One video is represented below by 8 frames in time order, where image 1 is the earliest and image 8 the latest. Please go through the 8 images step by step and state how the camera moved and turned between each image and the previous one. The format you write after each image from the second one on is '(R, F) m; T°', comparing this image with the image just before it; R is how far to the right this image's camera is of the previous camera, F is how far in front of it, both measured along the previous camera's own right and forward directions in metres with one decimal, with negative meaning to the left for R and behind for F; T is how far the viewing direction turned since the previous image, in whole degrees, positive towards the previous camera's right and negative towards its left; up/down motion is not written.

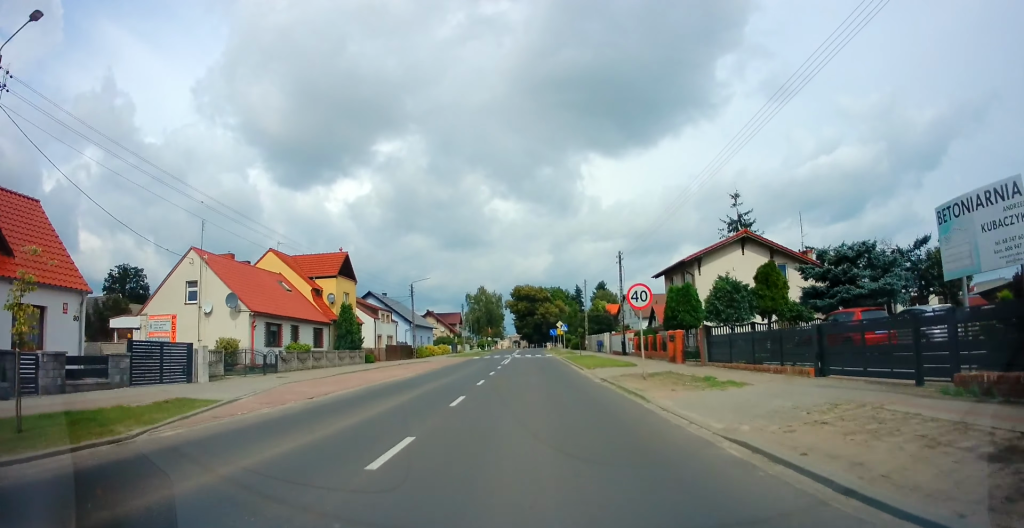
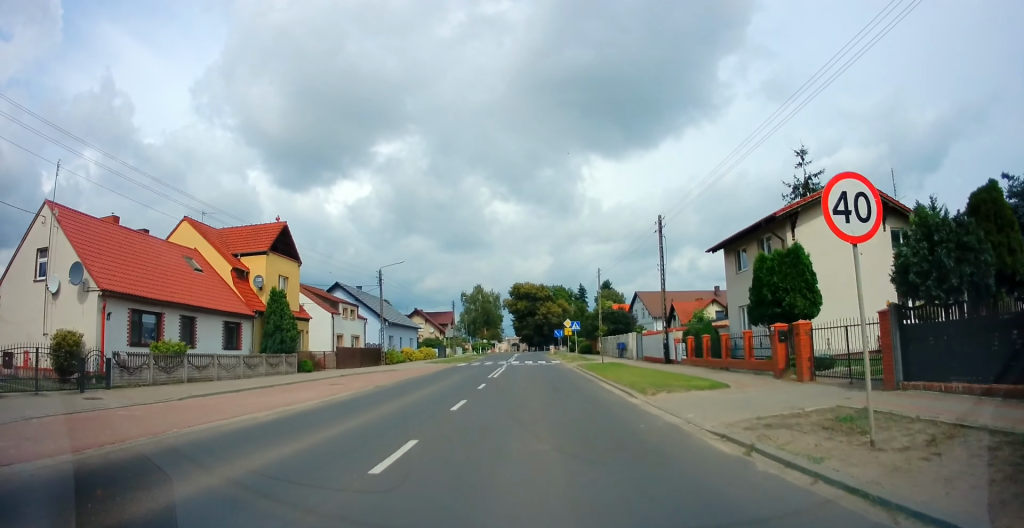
(0.0, +10.7) m; 0°
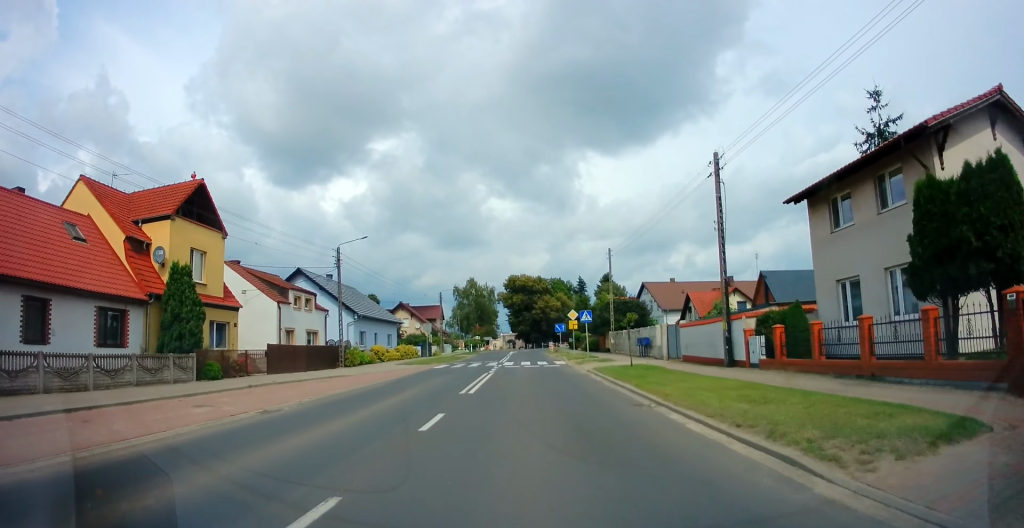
(+0.1, +7.8) m; 0°
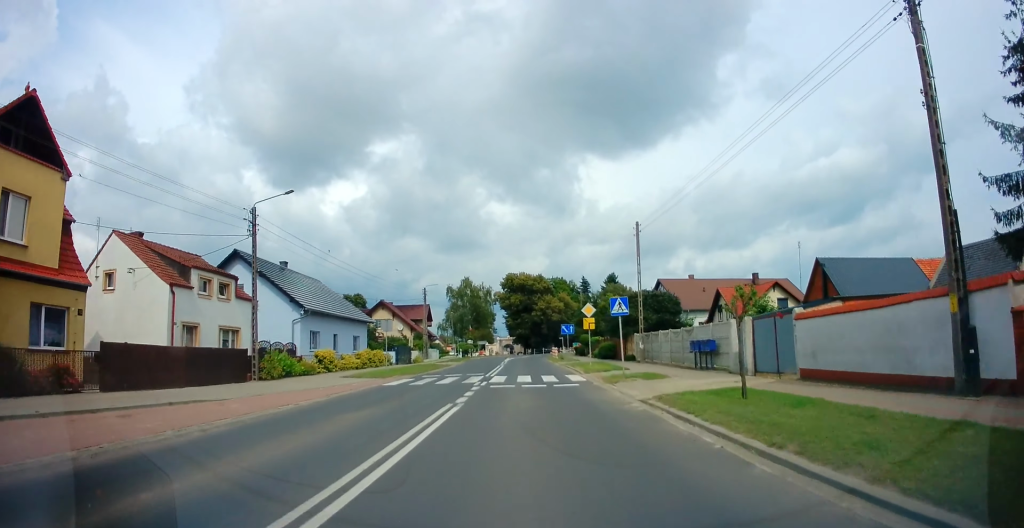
(0.0, +9.2) m; 0°
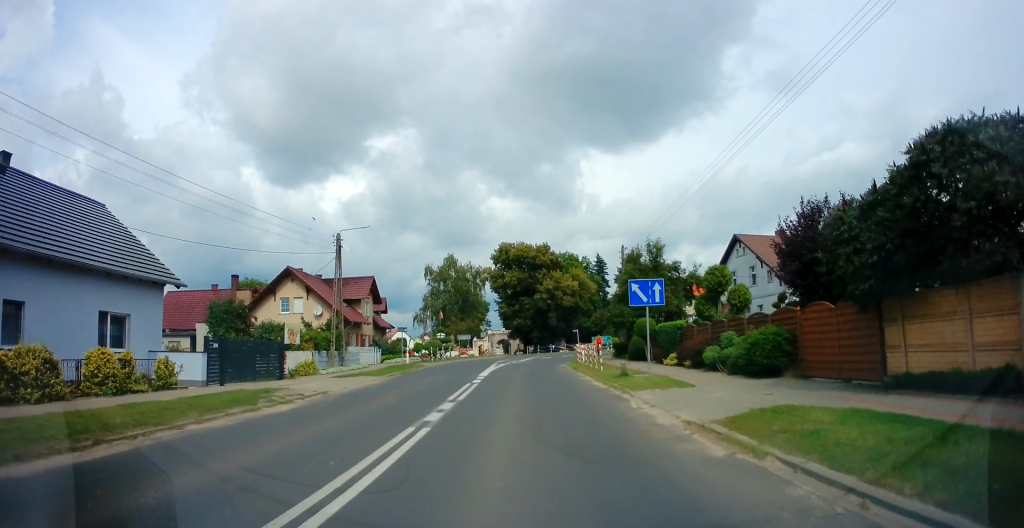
(+0.1, +27.0) m; +1°
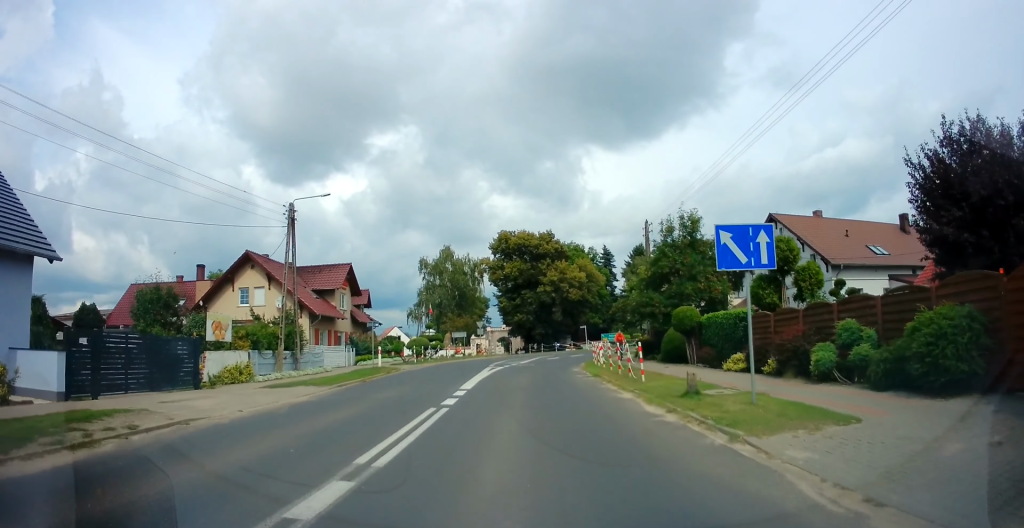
(+0.1, +7.2) m; -1°
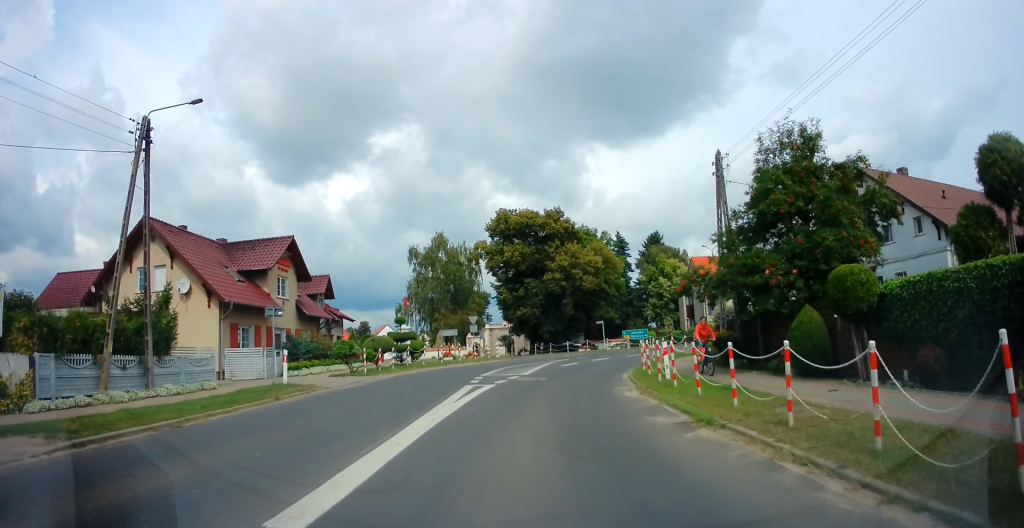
(-0.2, +11.9) m; -1°
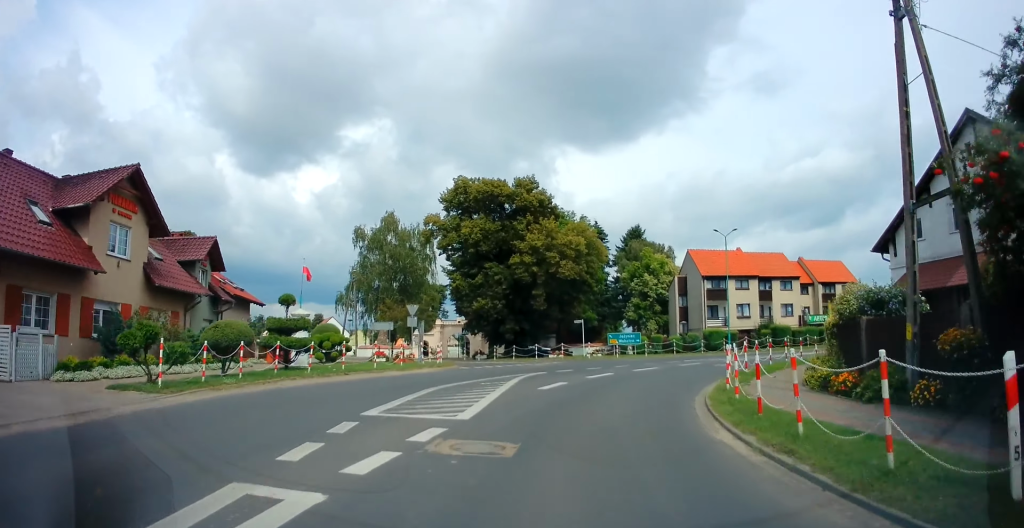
(+0.1, +12.6) m; +2°
